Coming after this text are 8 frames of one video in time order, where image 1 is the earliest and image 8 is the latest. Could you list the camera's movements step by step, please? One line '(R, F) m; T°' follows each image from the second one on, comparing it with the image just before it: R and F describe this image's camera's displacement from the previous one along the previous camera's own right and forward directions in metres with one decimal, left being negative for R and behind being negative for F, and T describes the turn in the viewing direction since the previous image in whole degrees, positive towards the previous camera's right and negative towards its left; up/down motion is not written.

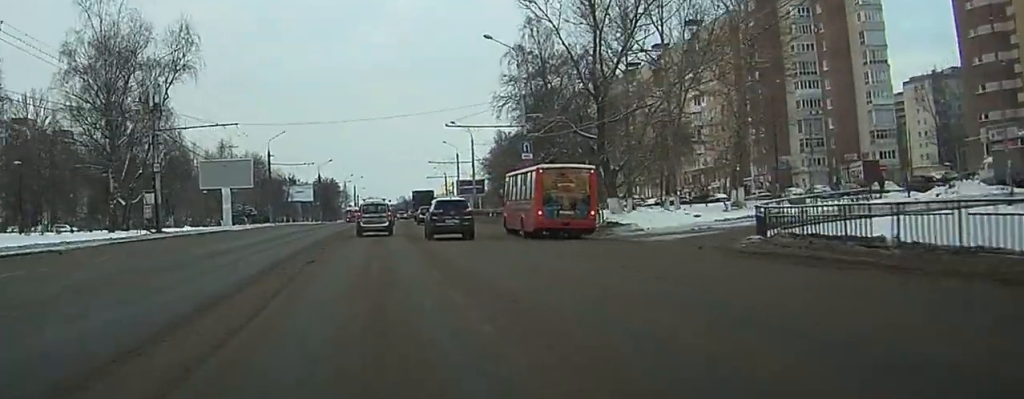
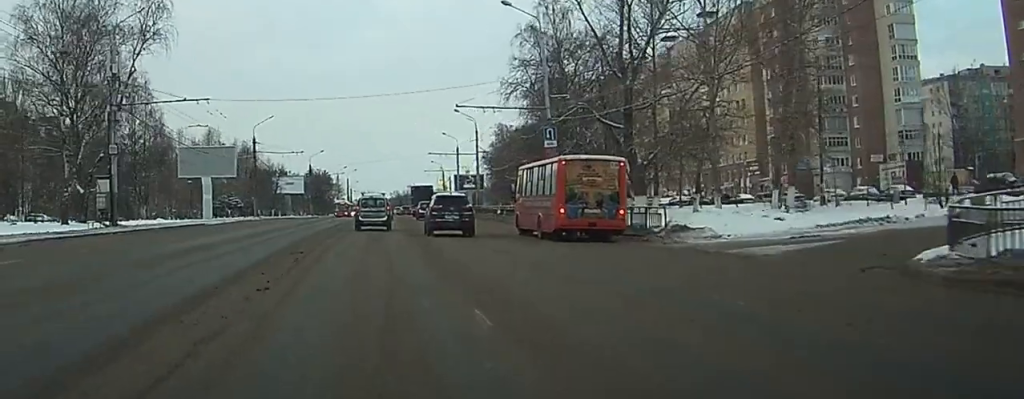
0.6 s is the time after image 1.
(-0.2, +8.9) m; 0°
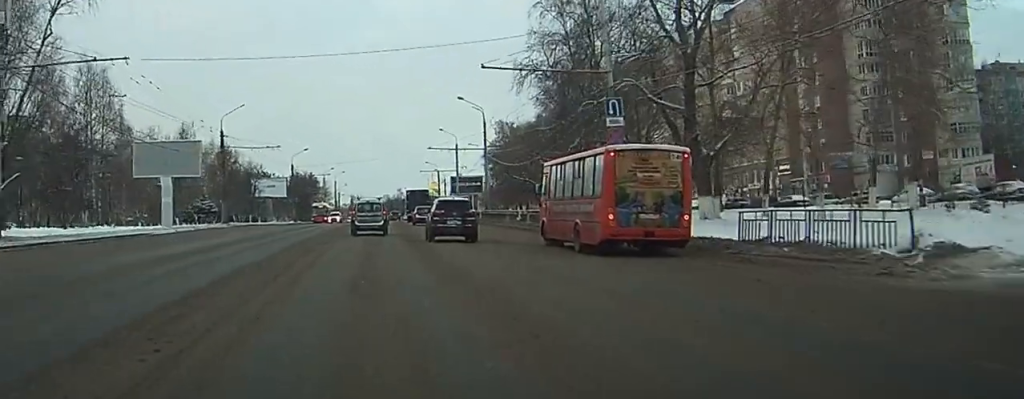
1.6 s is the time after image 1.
(+0.4, +14.6) m; +2°
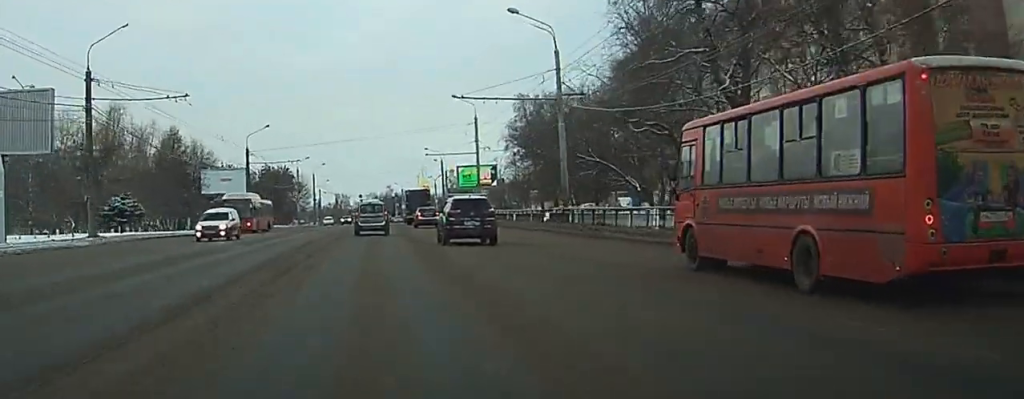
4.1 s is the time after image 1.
(+0.1, +35.9) m; 0°
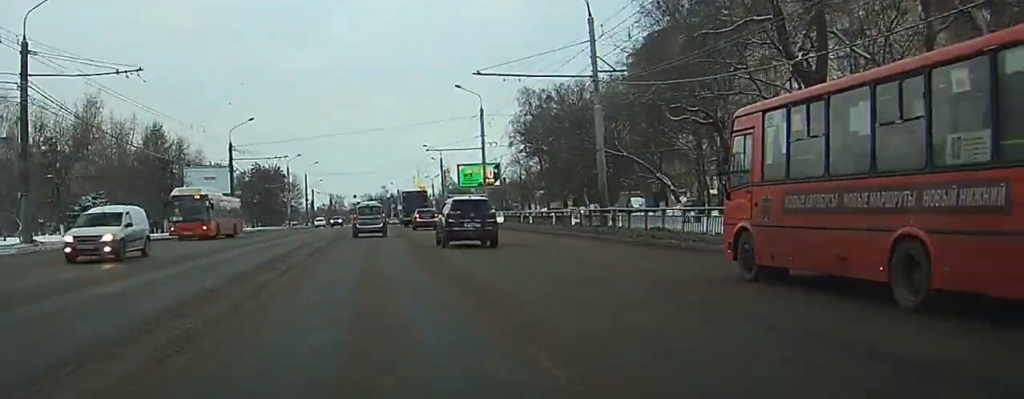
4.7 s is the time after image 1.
(0.0, +7.9) m; 0°
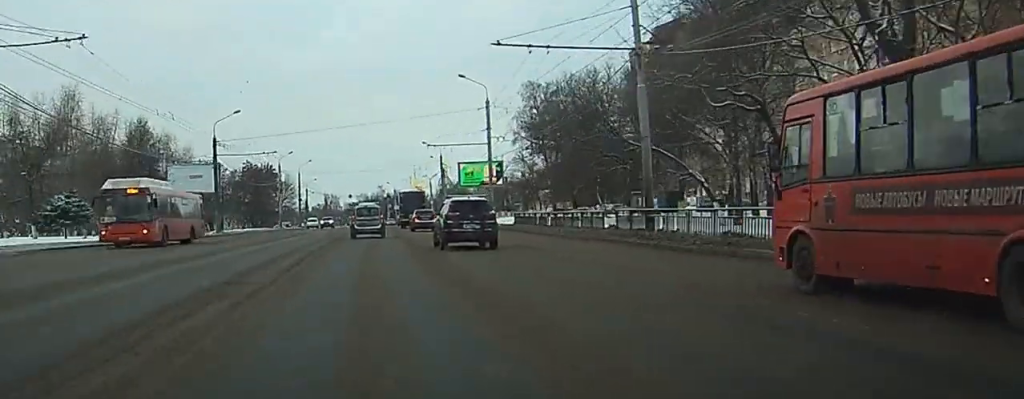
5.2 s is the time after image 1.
(0.0, +6.4) m; 0°
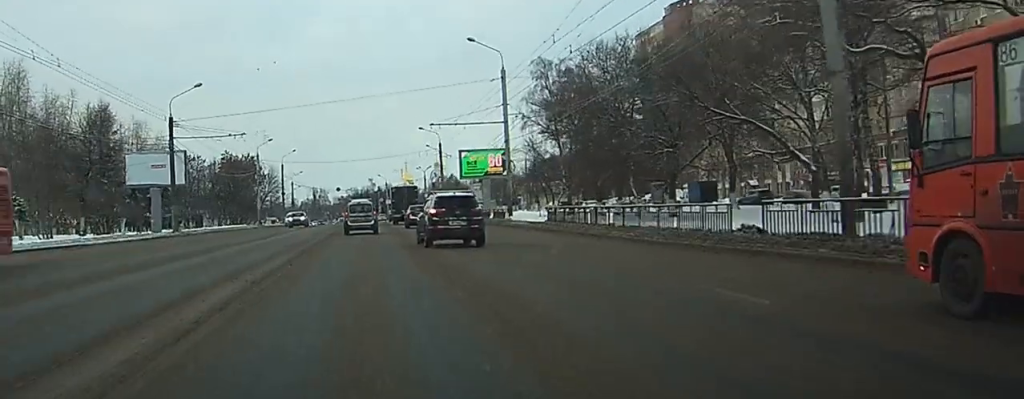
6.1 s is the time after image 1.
(0.0, +13.2) m; 0°
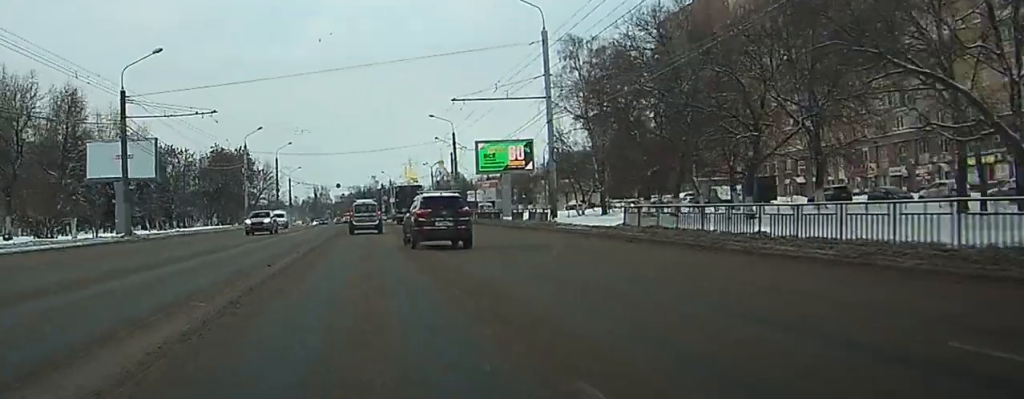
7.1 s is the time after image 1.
(0.0, +13.6) m; 0°
